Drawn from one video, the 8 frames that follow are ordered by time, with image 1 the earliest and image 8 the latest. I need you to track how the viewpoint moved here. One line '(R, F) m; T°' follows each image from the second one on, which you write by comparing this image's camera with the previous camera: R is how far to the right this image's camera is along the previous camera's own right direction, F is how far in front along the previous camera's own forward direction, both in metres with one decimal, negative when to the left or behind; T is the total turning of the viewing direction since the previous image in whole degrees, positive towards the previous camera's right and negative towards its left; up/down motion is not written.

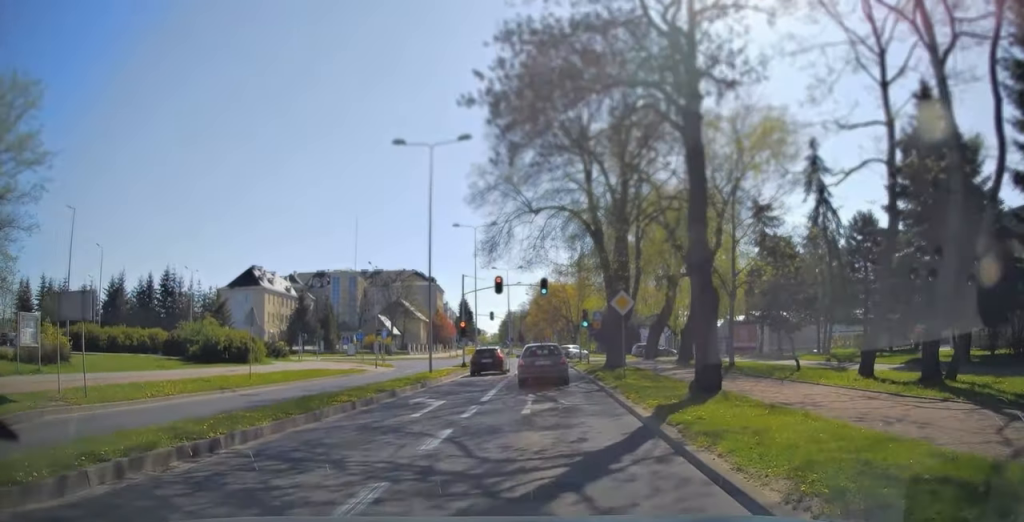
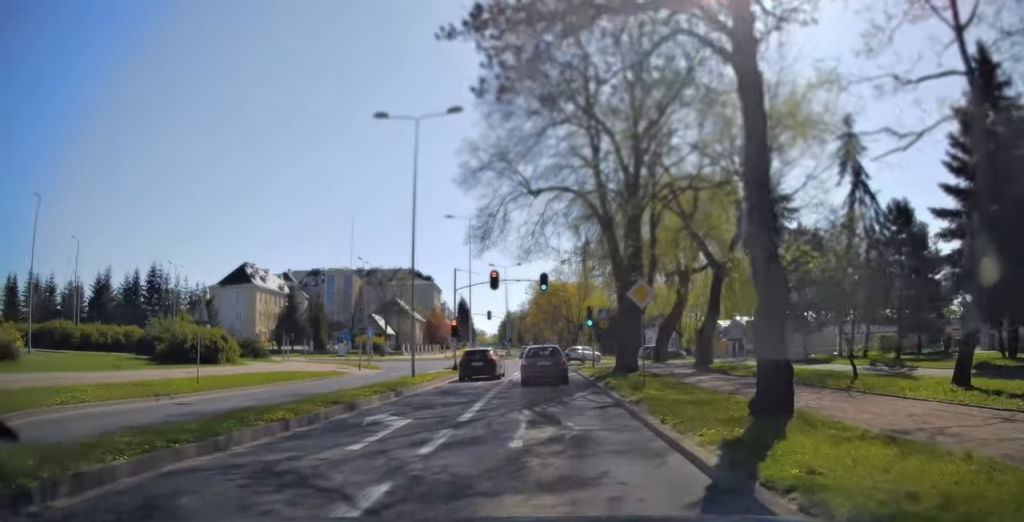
(0.0, +4.1) m; +1°
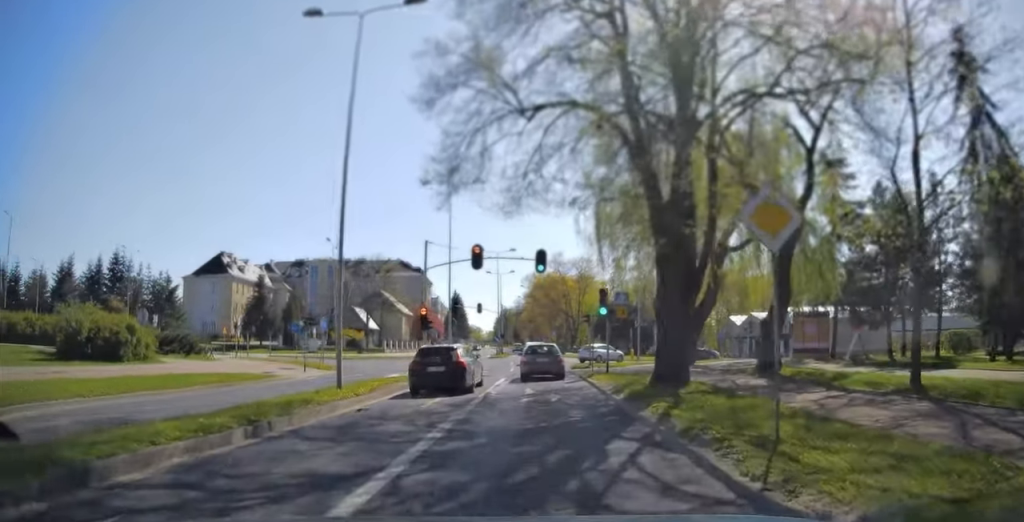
(-0.1, +9.7) m; -2°
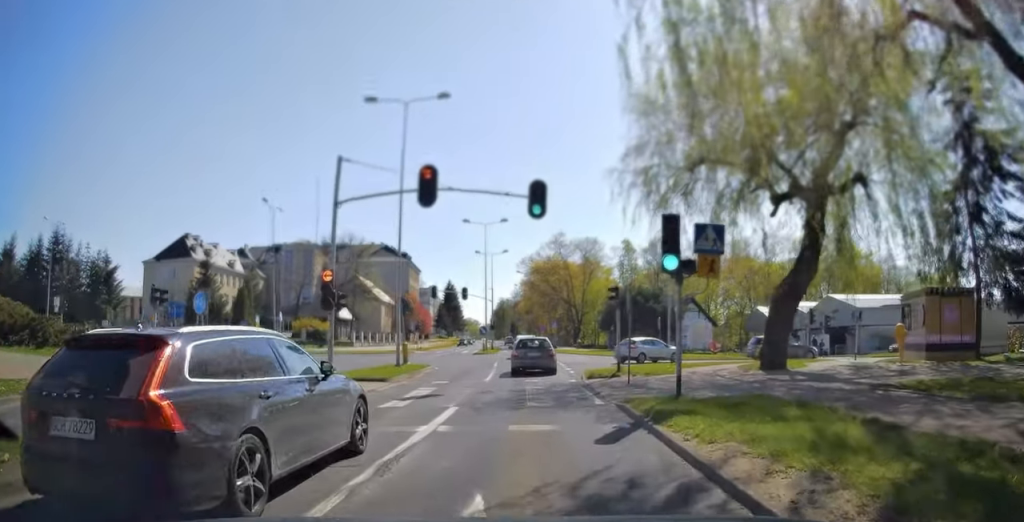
(-0.1, +13.5) m; 0°
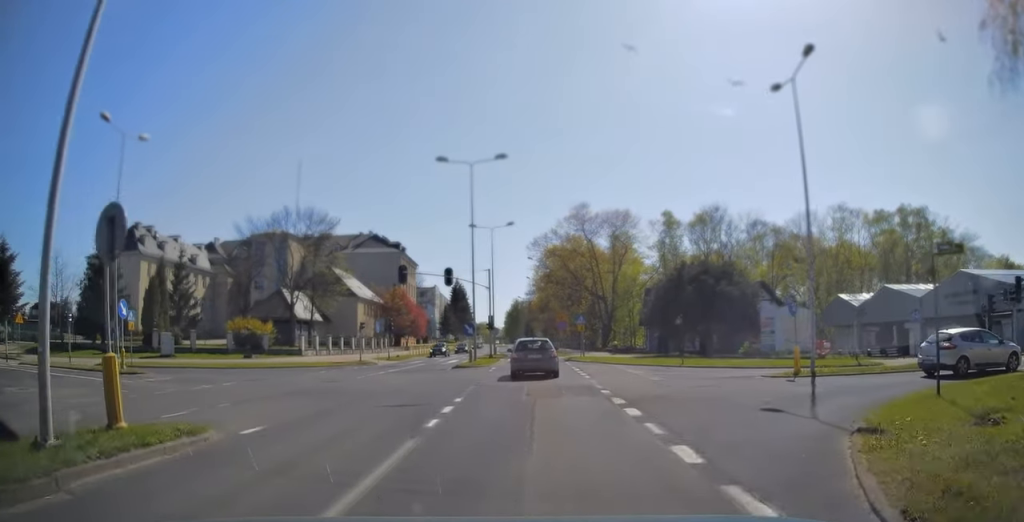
(-0.1, +20.3) m; -1°
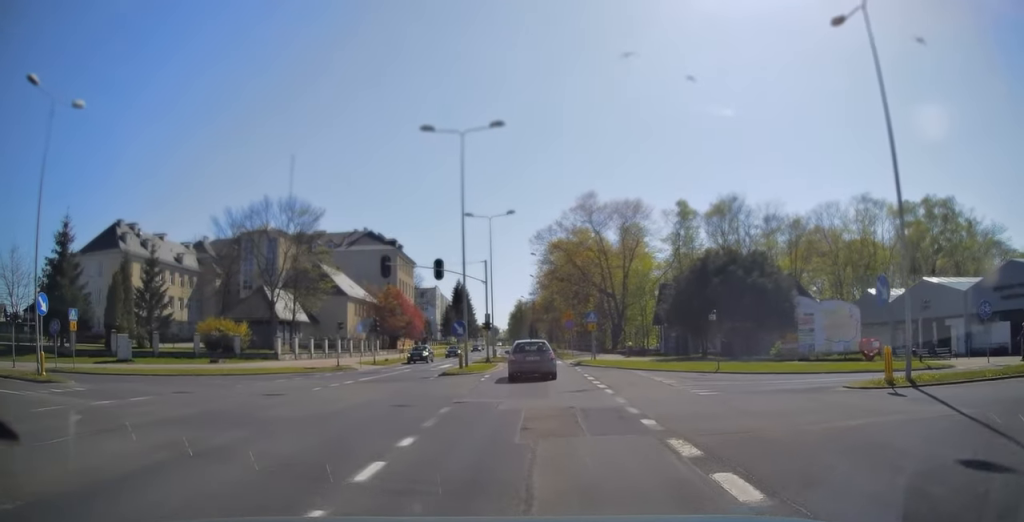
(0.0, +5.7) m; -1°
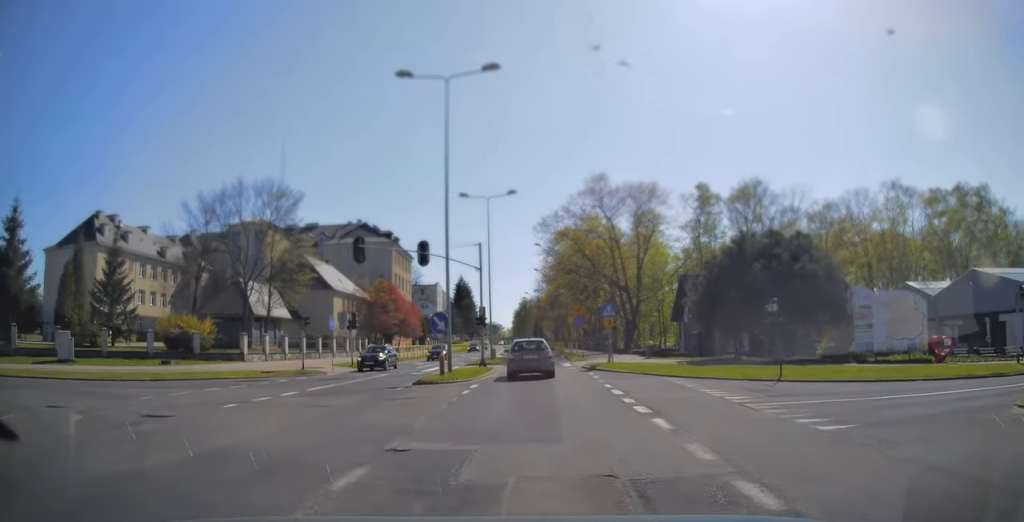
(0.0, +6.4) m; -1°
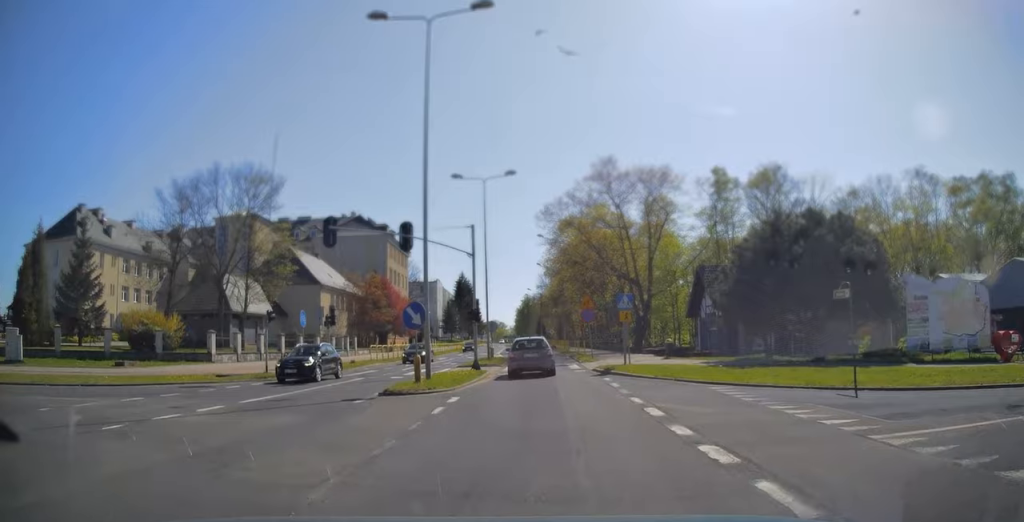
(0.0, +4.8) m; 0°
